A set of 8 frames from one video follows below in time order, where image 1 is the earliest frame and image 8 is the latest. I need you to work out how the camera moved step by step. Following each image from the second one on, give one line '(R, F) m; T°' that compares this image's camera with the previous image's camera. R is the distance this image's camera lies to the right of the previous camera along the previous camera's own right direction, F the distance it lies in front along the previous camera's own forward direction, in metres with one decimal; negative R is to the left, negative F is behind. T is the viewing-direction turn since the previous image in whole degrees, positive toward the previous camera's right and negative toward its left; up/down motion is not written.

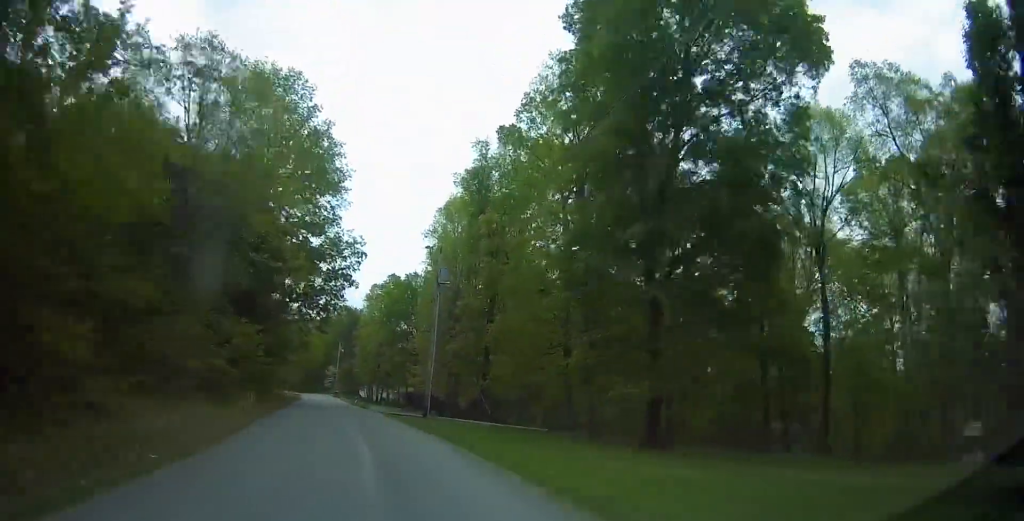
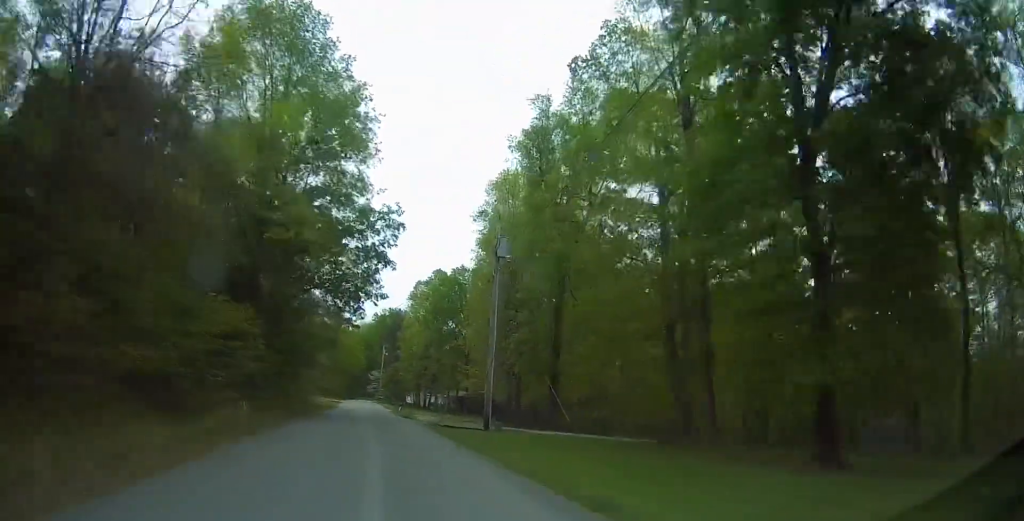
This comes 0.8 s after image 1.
(-0.4, +8.6) m; -4°
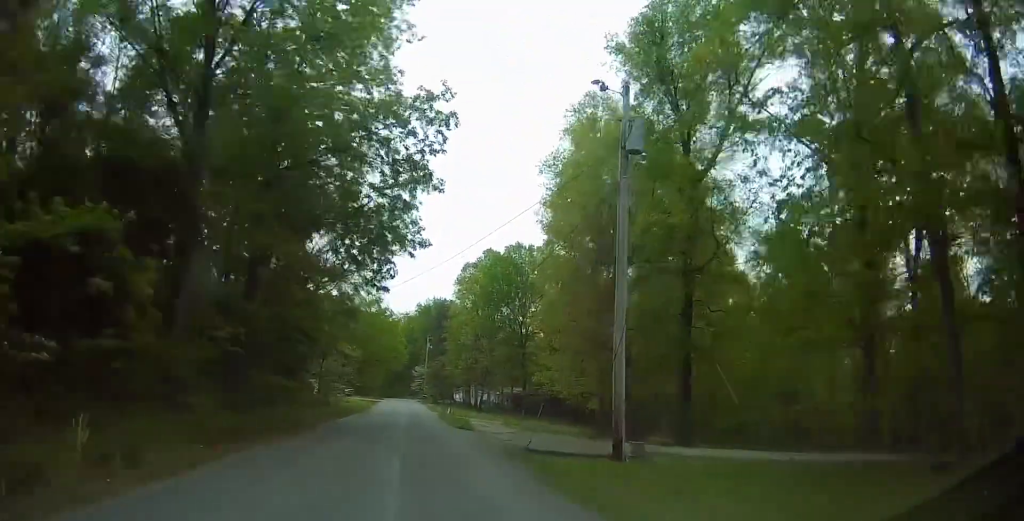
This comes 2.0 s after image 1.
(-0.7, +13.6) m; -3°
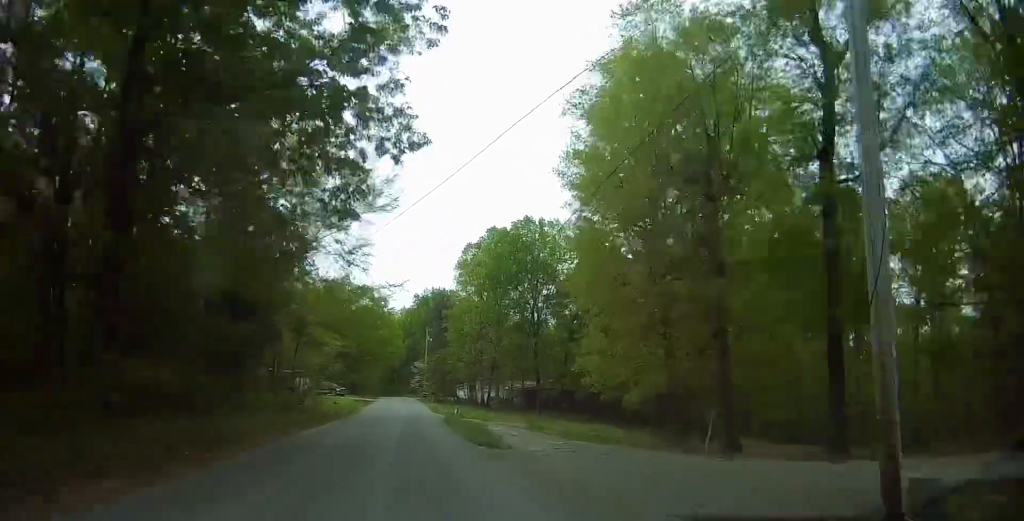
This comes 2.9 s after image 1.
(0.0, +10.5) m; 0°
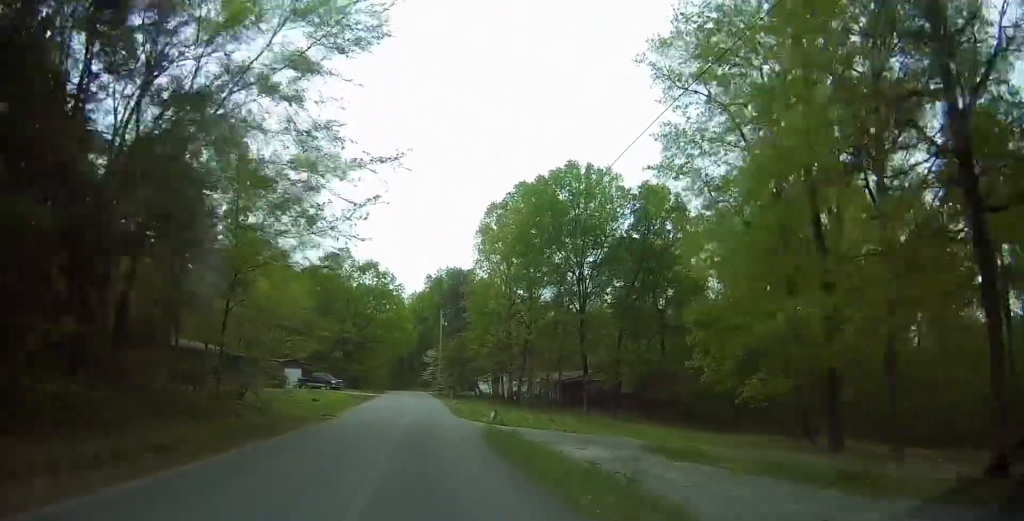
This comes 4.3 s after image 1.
(0.0, +16.7) m; -3°
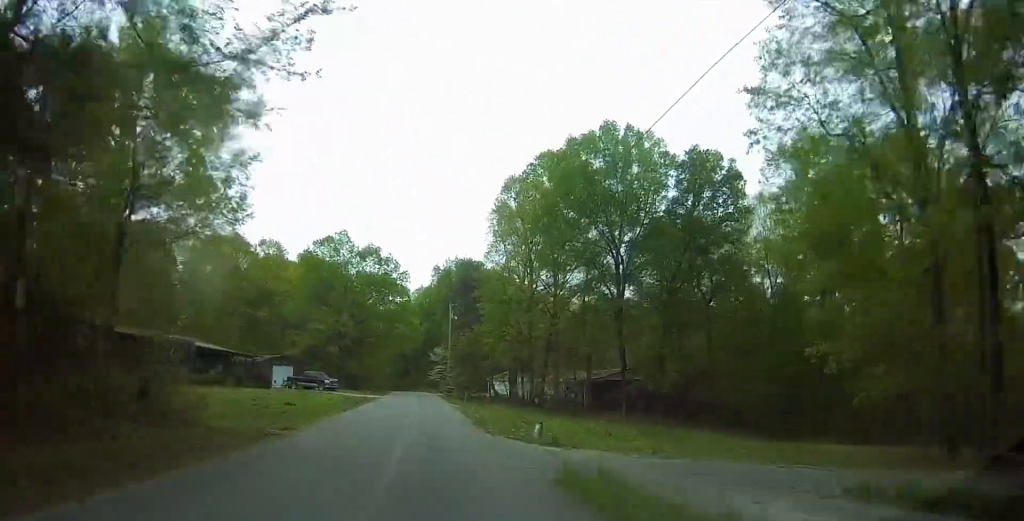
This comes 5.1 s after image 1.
(-0.4, +9.6) m; 0°
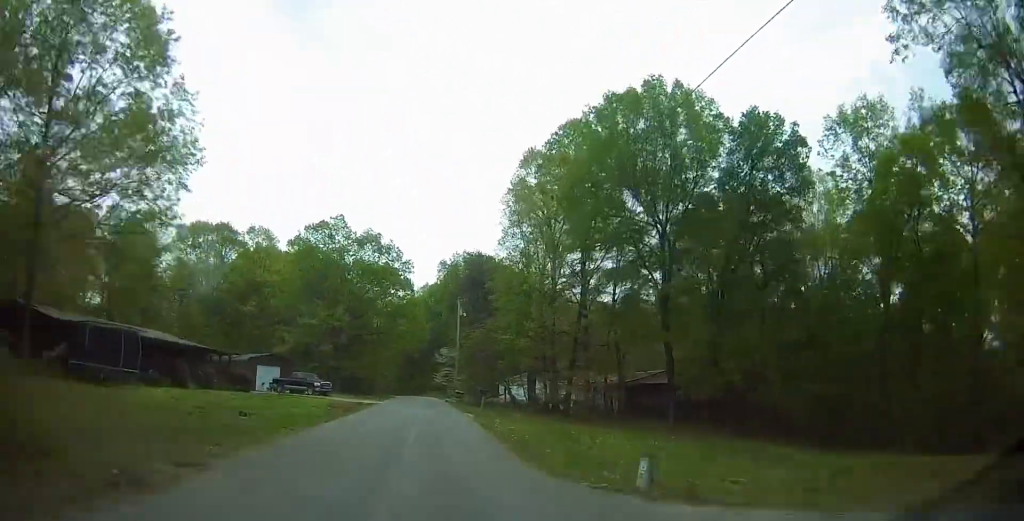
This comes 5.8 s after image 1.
(+0.2, +8.8) m; 0°
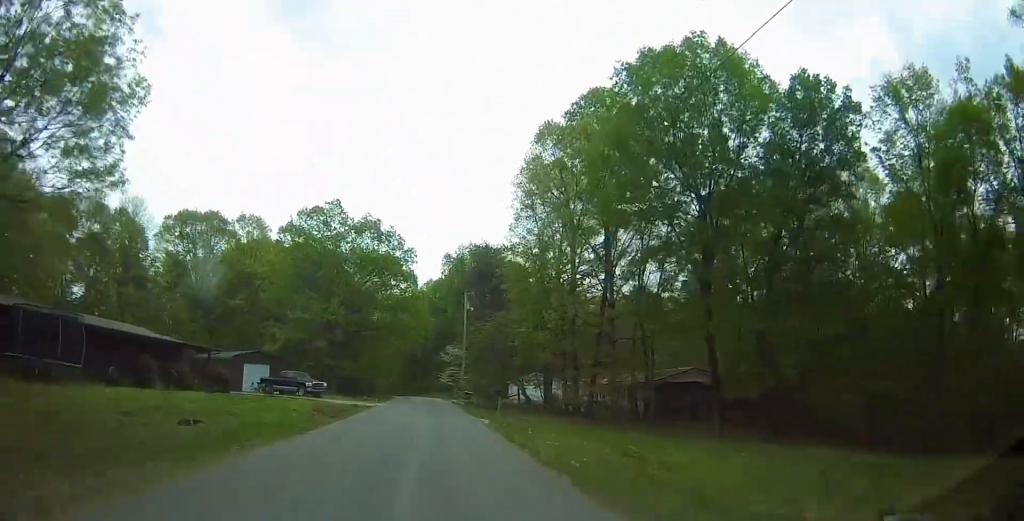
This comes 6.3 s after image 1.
(+0.3, +6.0) m; 0°
